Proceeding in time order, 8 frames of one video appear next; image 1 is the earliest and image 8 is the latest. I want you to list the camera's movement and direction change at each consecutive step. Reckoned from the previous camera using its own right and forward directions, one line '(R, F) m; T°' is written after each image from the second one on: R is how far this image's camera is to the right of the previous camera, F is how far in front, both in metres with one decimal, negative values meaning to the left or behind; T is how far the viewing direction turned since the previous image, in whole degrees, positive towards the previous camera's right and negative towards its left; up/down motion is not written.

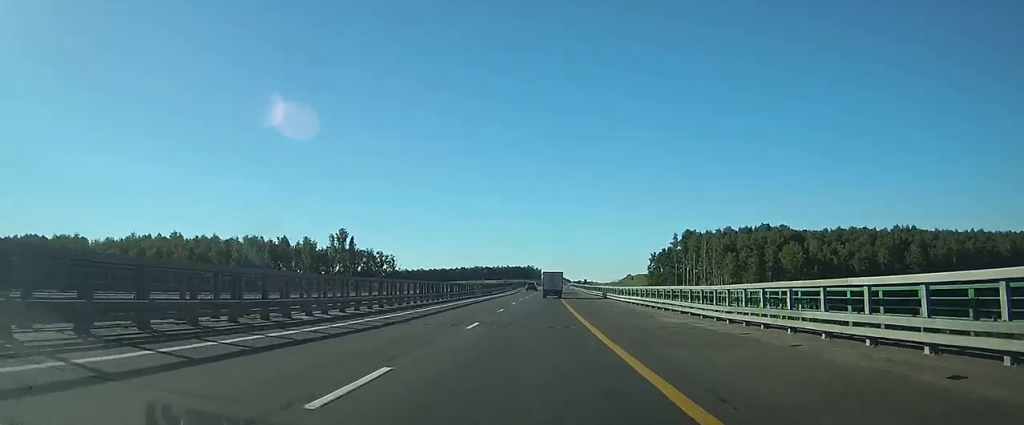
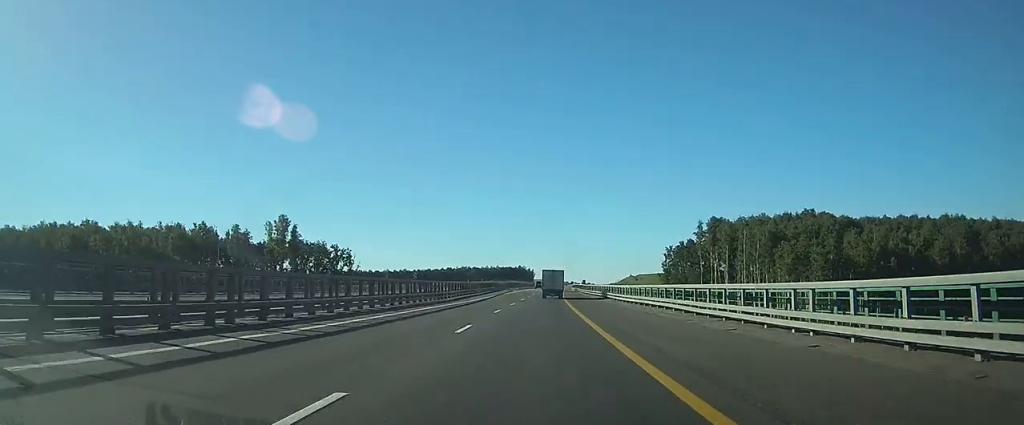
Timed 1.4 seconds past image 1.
(+0.1, +38.3) m; +1°
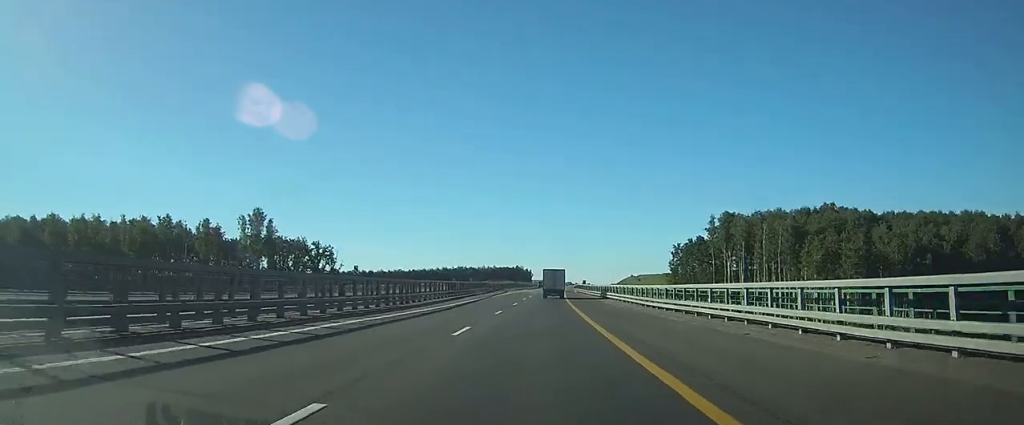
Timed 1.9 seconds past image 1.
(0.0, +12.6) m; 0°
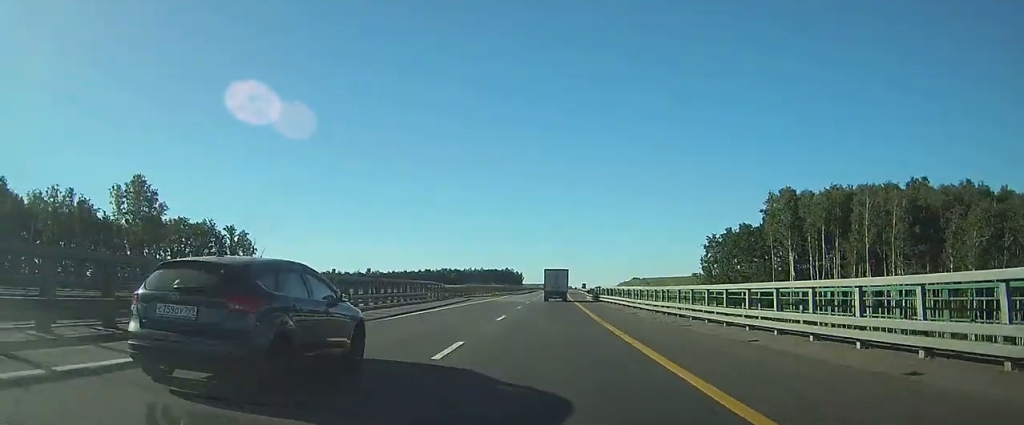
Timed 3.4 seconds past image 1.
(+0.3, +41.1) m; +1°
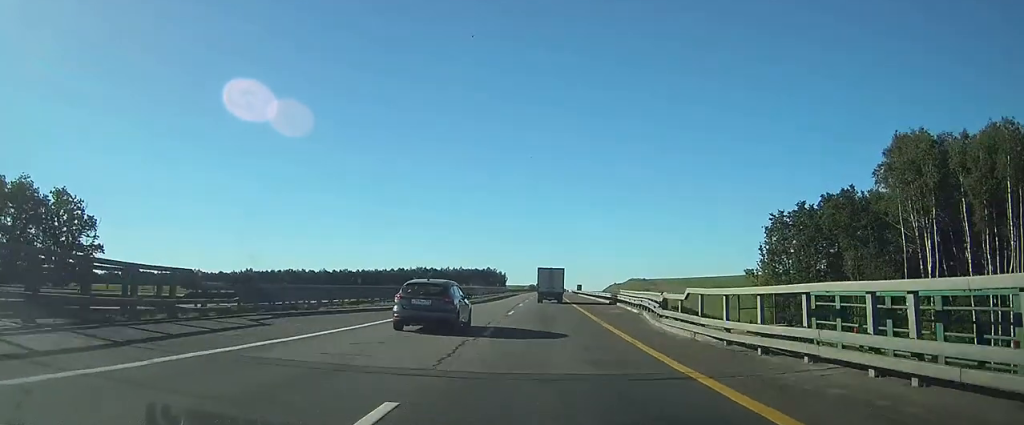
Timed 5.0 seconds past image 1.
(+0.6, +42.4) m; +2°
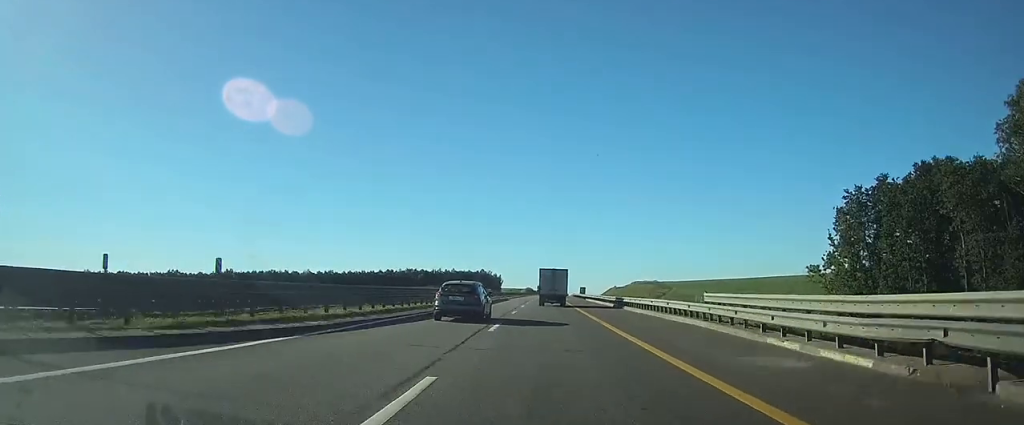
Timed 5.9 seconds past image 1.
(+0.2, +22.9) m; +1°
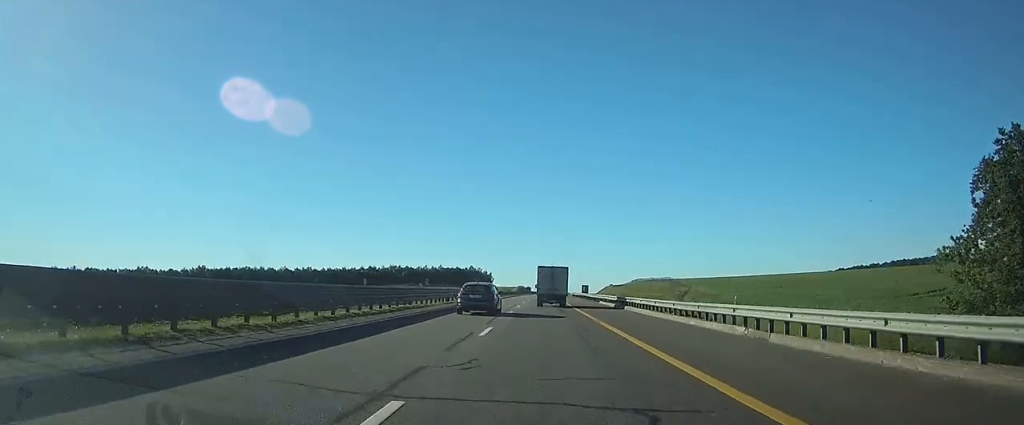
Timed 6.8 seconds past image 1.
(0.0, +25.6) m; 0°
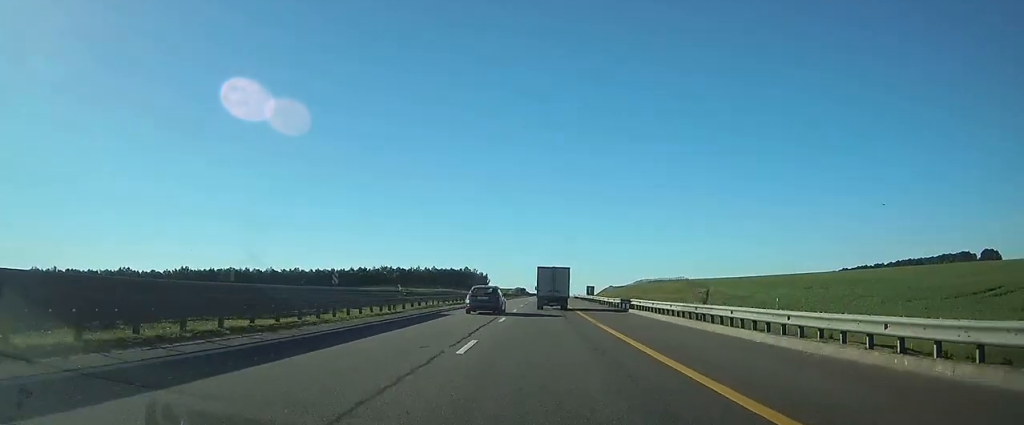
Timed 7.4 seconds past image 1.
(+0.1, +16.0) m; 0°
